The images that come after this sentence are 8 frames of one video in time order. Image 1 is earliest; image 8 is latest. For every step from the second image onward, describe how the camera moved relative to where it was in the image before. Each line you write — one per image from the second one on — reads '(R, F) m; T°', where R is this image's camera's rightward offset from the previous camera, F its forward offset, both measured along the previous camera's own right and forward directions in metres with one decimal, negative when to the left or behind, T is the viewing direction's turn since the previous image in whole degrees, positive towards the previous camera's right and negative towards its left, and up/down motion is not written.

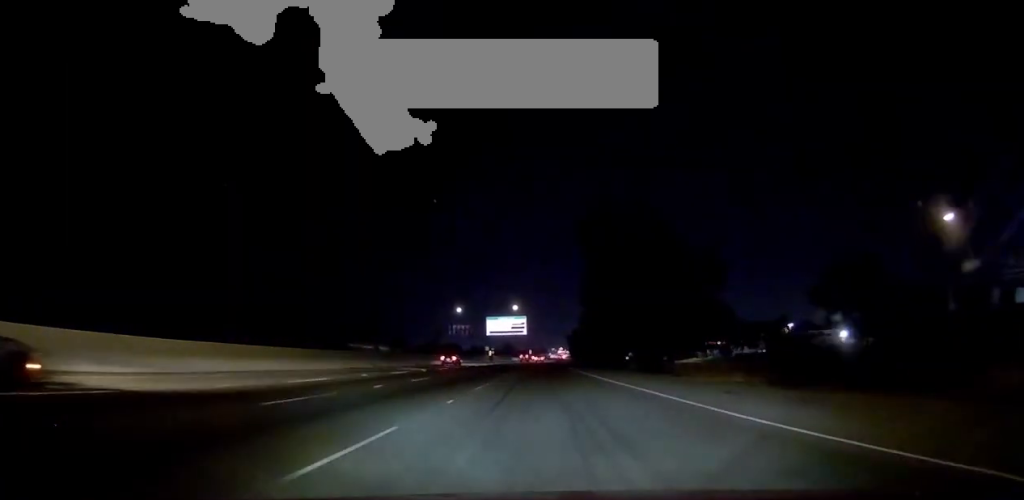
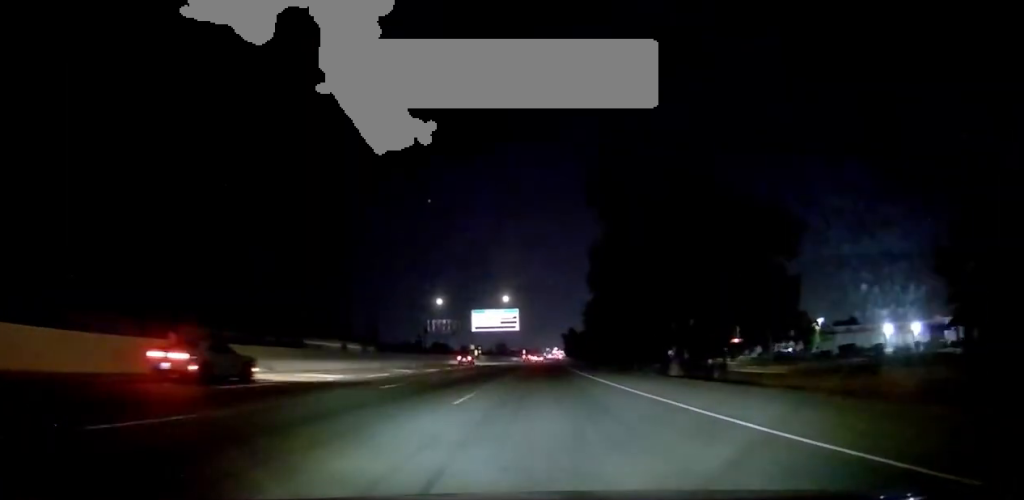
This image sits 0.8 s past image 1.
(-0.1, +20.3) m; +1°
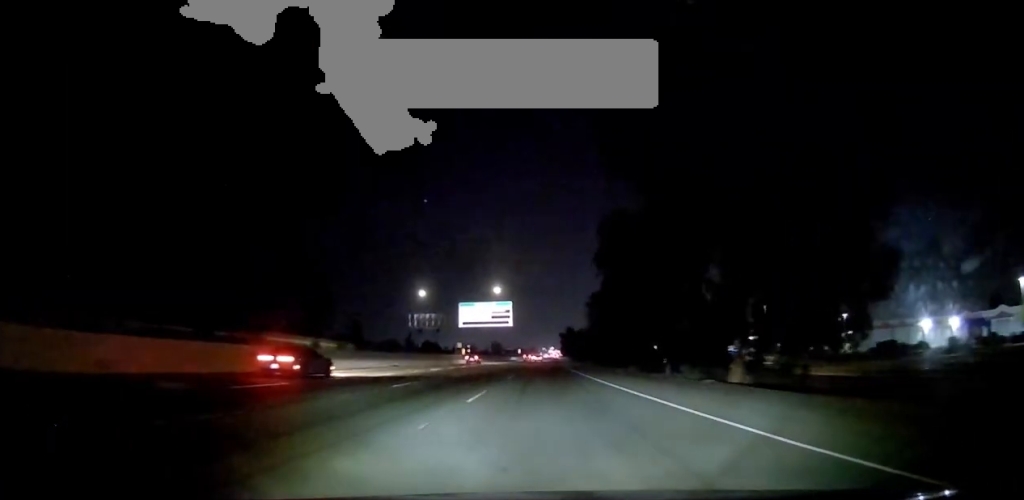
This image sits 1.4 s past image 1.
(+0.5, +13.9) m; +1°
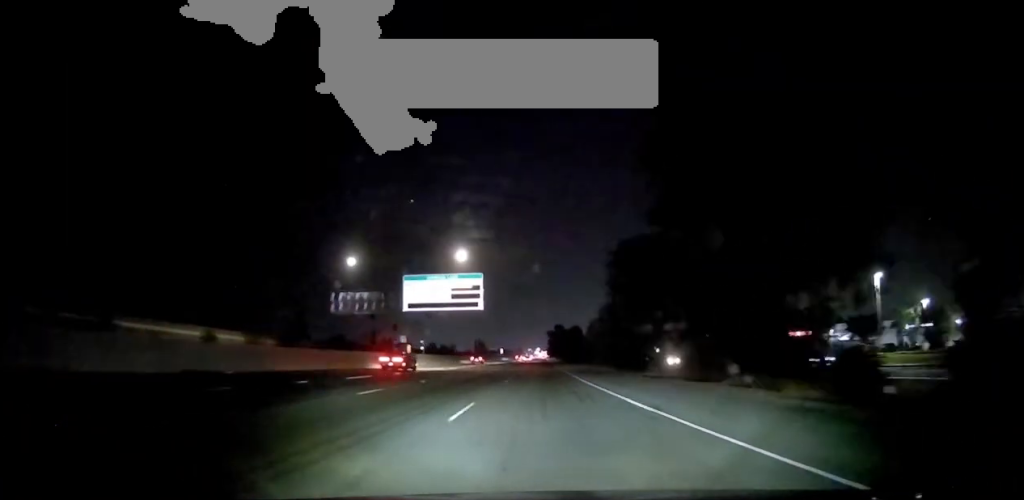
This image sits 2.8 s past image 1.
(-0.2, +34.7) m; +1°
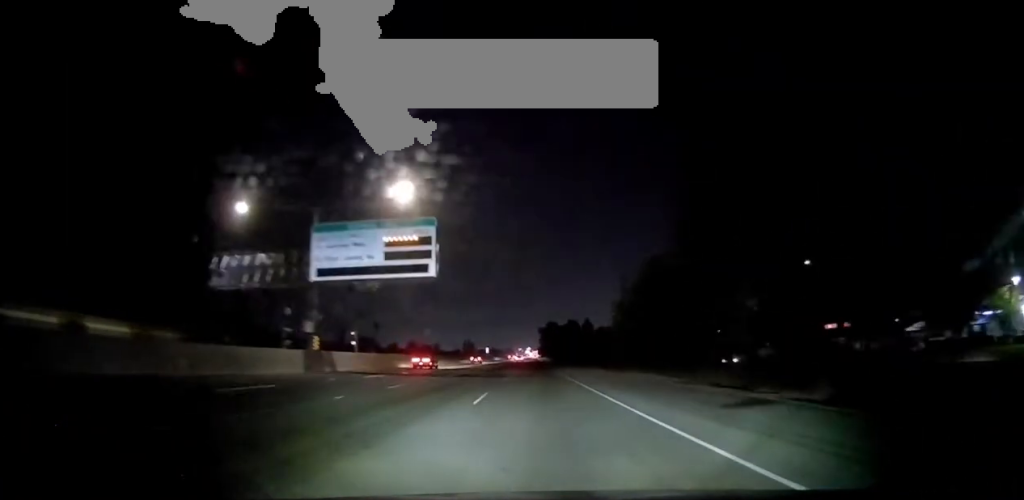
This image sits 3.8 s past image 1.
(+0.6, +25.6) m; +2°
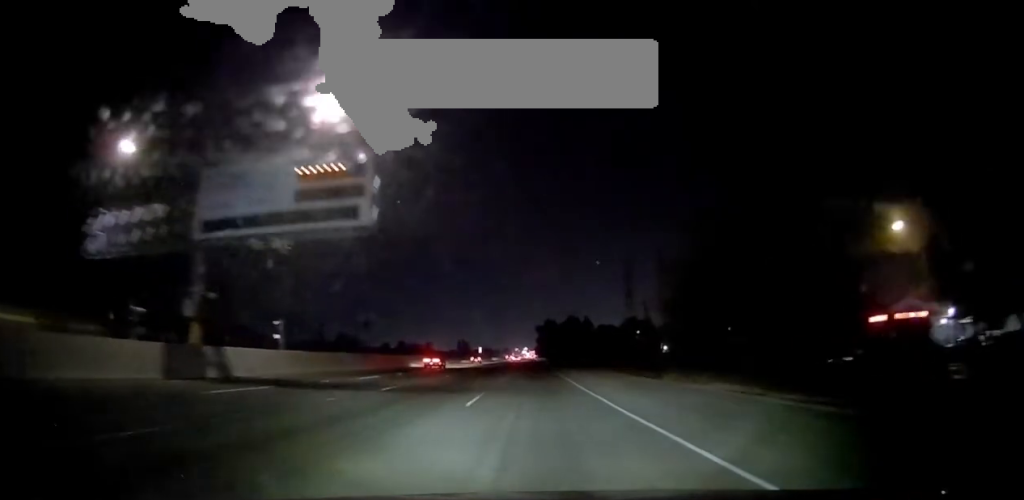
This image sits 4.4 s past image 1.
(+0.4, +15.0) m; 0°
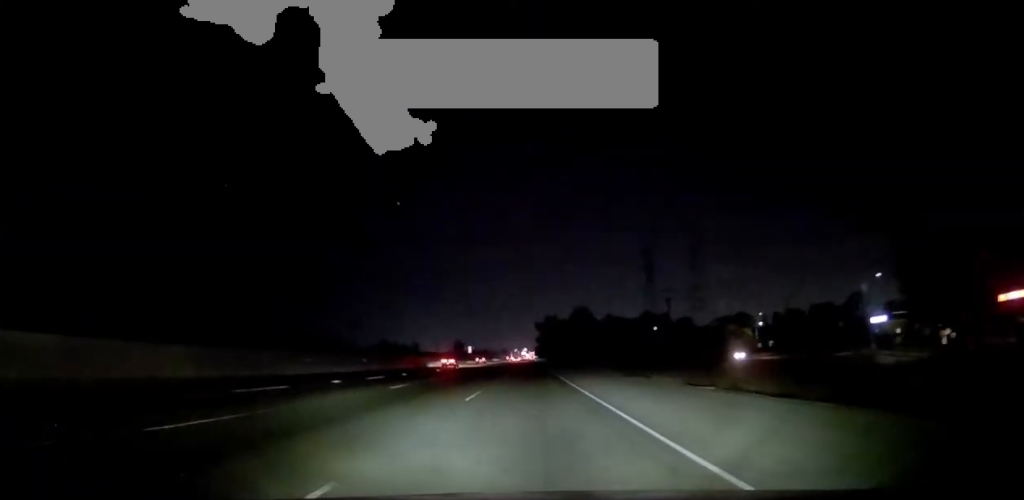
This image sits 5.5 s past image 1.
(-0.6, +27.6) m; 0°
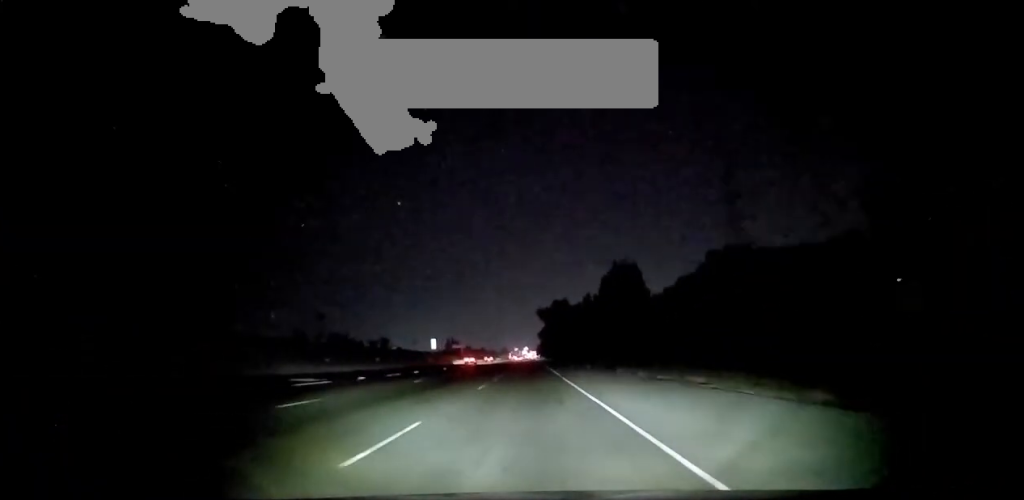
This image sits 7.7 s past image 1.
(+1.3, +53.7) m; +1°
